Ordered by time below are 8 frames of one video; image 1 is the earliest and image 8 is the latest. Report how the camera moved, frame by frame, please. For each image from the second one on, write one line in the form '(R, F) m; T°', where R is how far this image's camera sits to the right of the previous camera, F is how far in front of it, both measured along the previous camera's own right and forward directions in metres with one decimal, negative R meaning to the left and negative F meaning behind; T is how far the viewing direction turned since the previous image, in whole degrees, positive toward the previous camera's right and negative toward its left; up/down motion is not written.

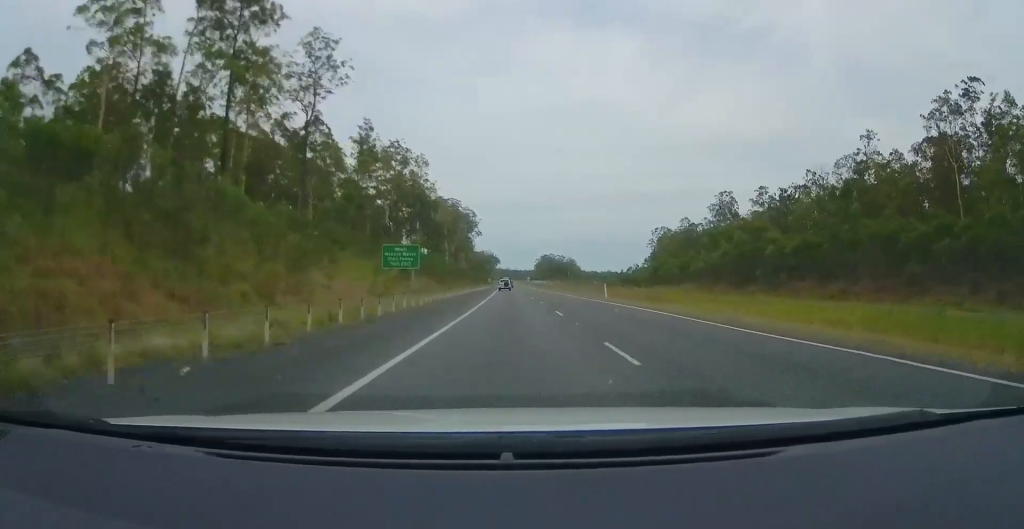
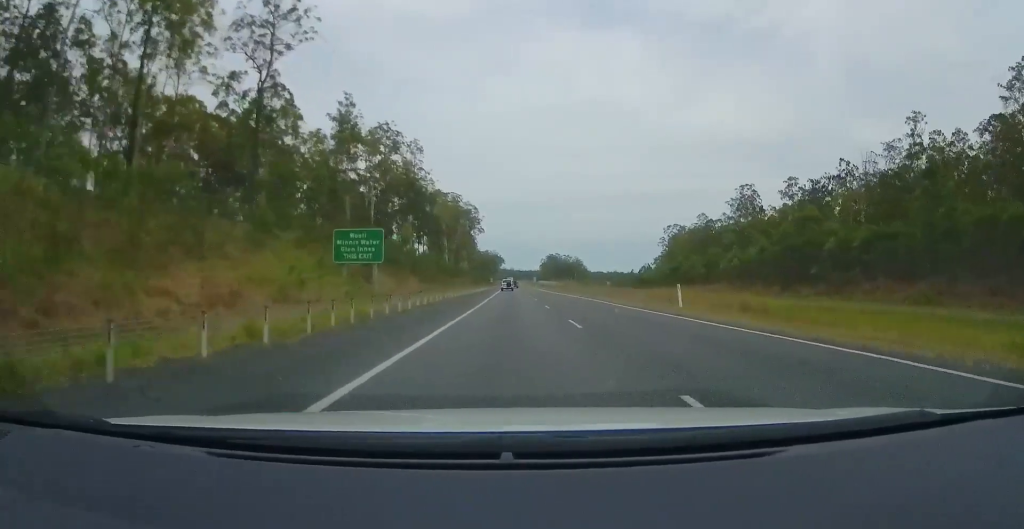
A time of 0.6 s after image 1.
(-0.2, +17.1) m; 0°
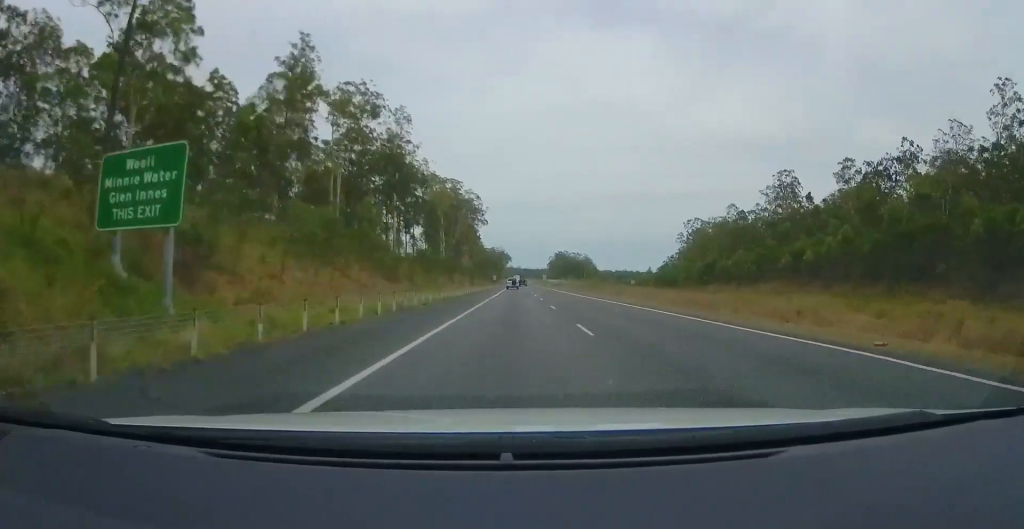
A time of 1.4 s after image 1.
(-0.1, +26.8) m; -1°
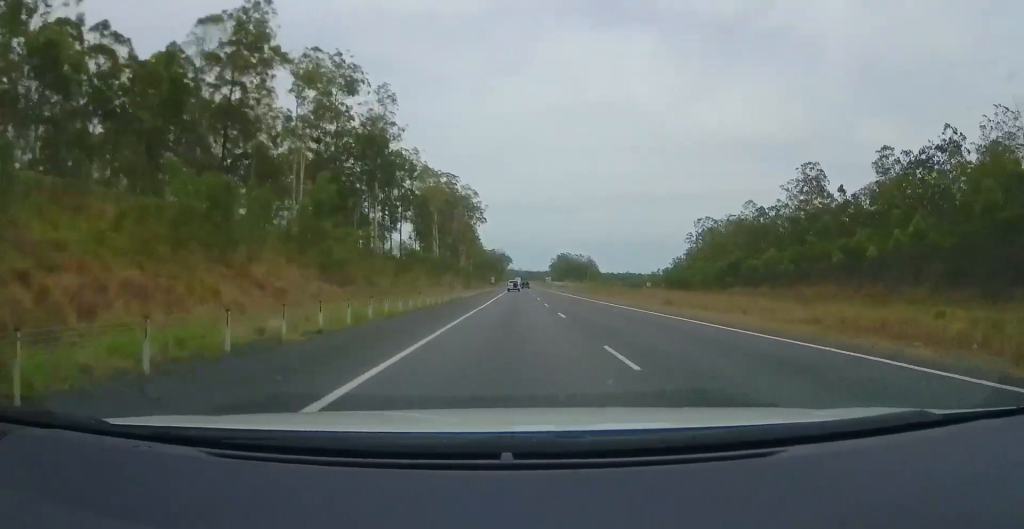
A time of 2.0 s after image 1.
(0.0, +15.8) m; 0°
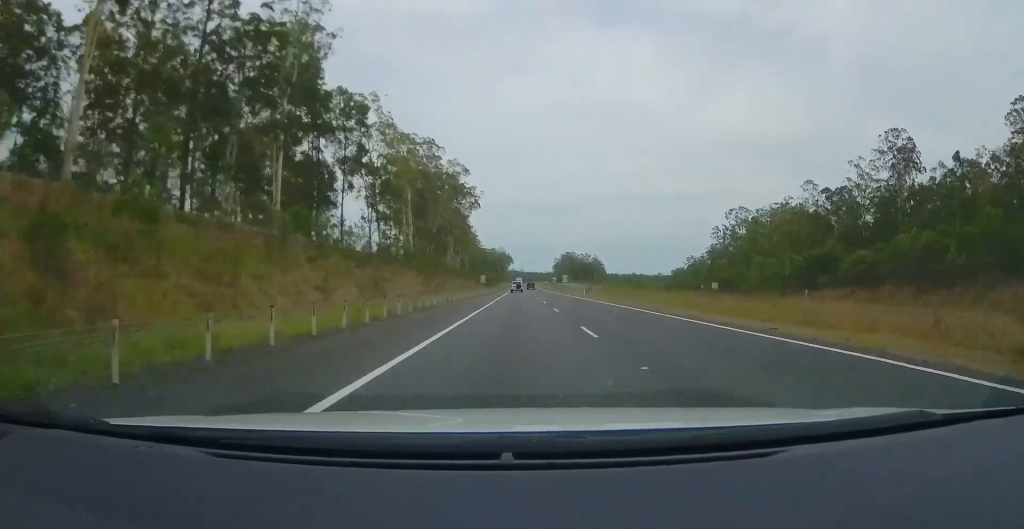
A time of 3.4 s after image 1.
(+0.2, +42.3) m; +1°
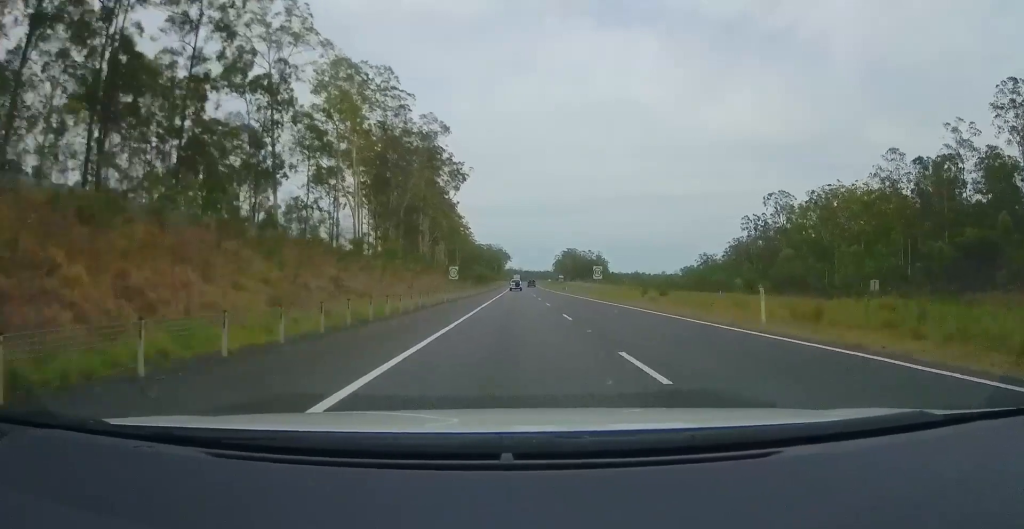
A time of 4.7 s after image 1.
(-0.2, +40.8) m; 0°
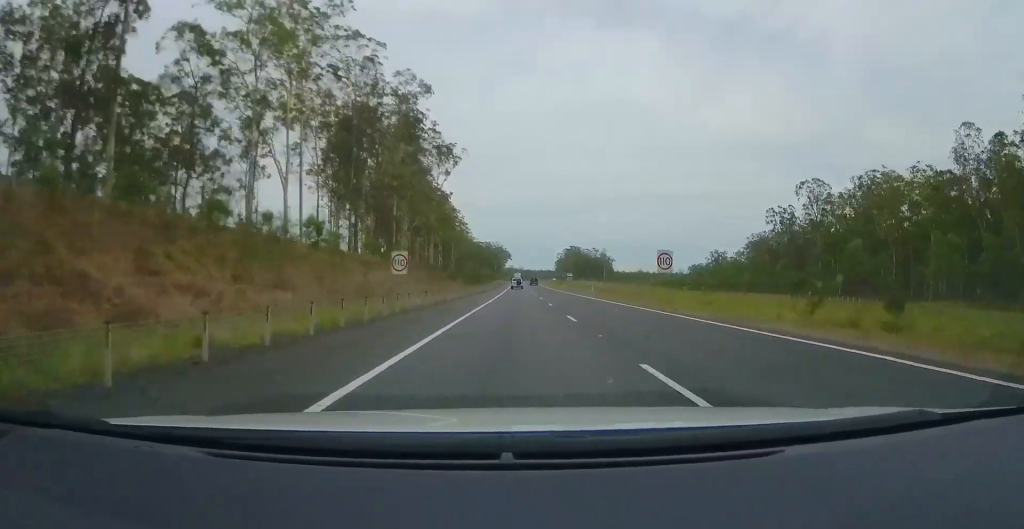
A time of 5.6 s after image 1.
(+0.2, +24.9) m; +1°
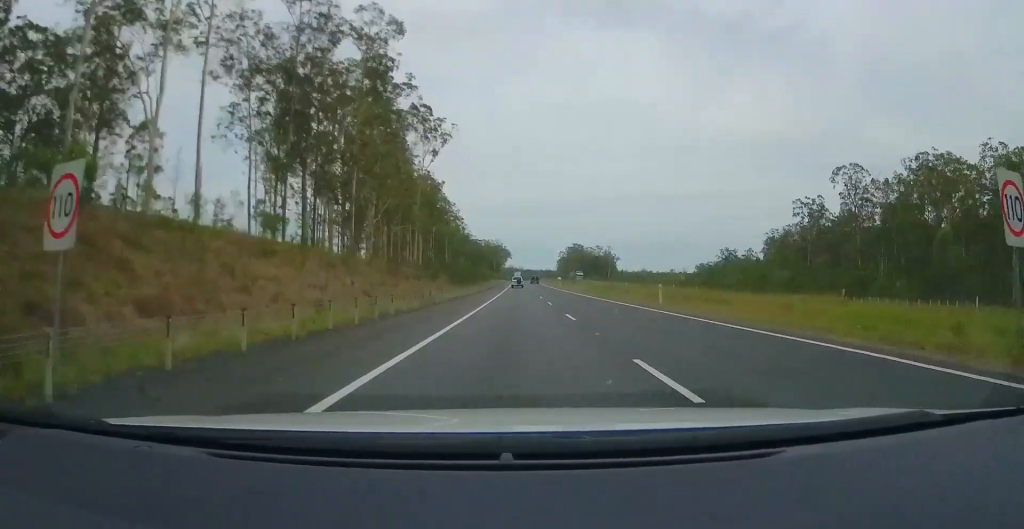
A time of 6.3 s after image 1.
(+0.1, +22.6) m; 0°
